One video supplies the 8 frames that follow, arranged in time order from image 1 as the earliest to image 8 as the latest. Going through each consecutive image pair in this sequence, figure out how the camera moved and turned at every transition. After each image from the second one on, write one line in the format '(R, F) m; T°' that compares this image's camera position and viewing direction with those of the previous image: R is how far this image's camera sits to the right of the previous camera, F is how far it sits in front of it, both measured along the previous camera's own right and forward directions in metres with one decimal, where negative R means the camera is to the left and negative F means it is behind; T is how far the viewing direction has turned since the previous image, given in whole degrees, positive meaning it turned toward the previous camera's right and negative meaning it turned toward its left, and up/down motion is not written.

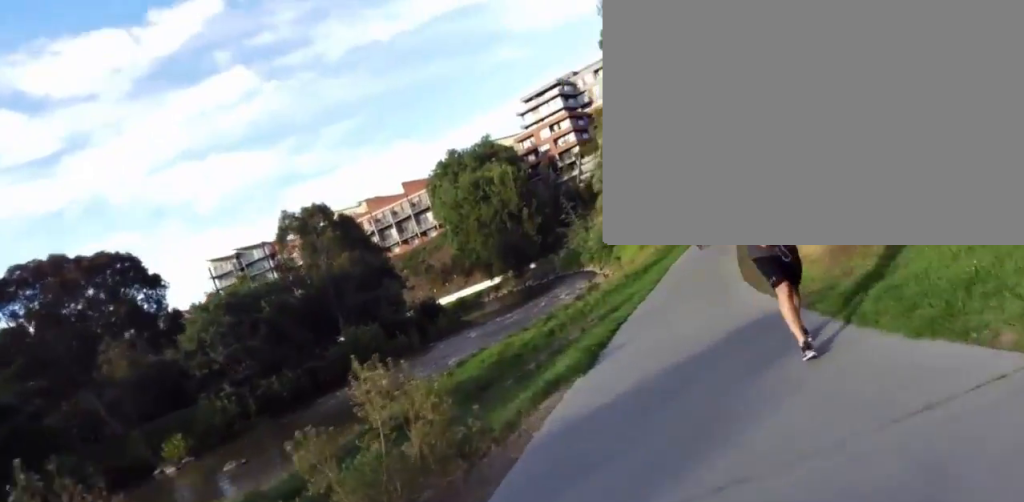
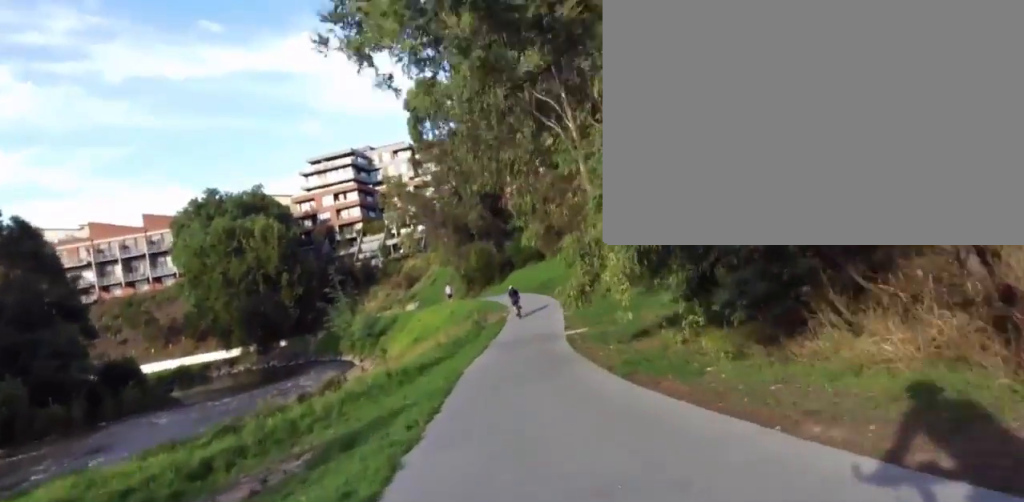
(+3.6, +11.3) m; +24°
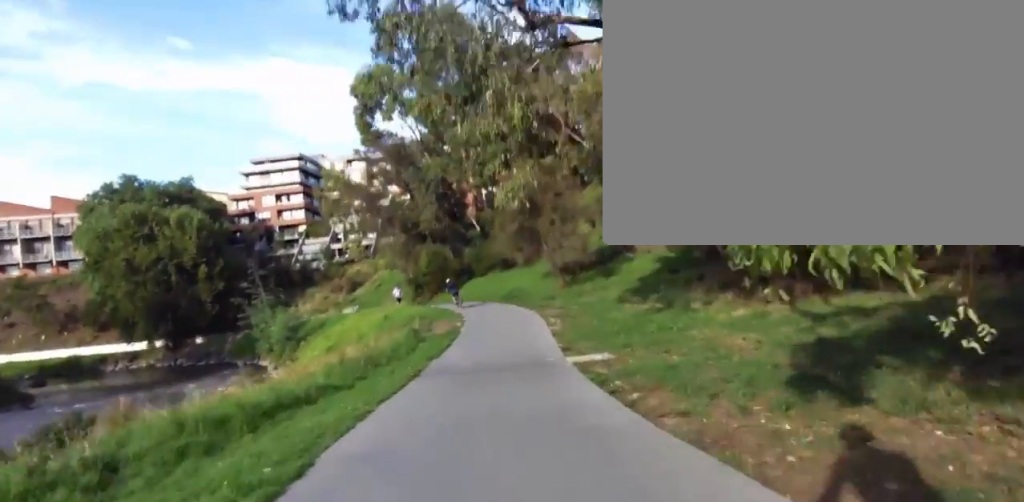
(+0.4, +11.7) m; +9°
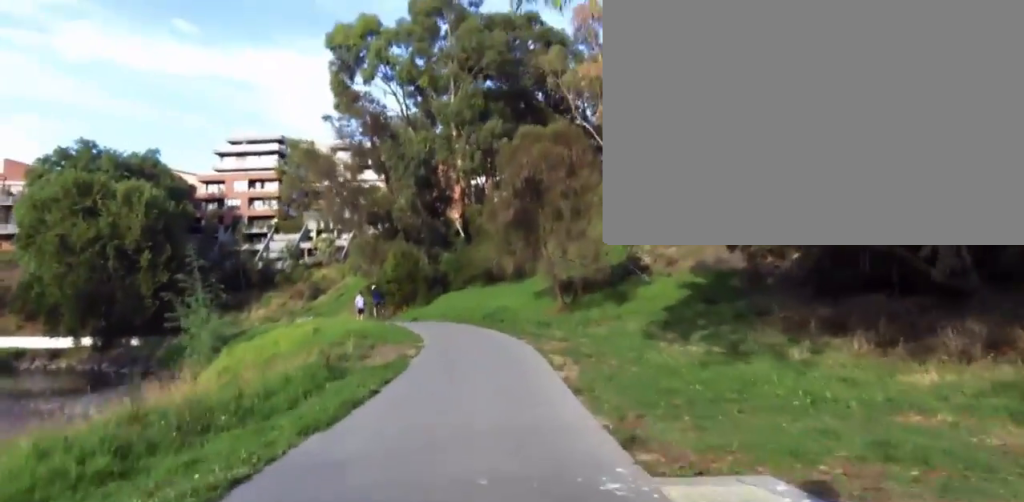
(+1.0, +8.8) m; +7°
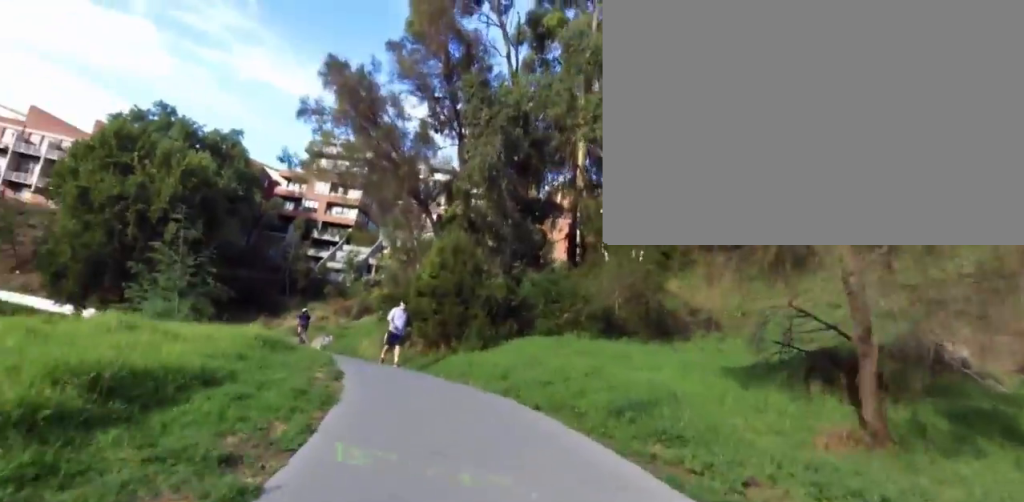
(-0.4, +18.0) m; -13°
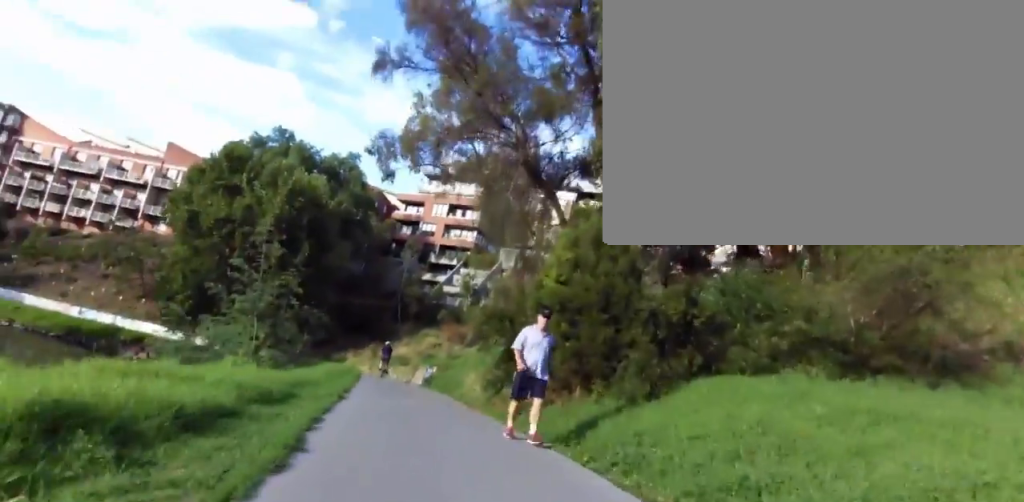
(-1.0, +7.2) m; -10°
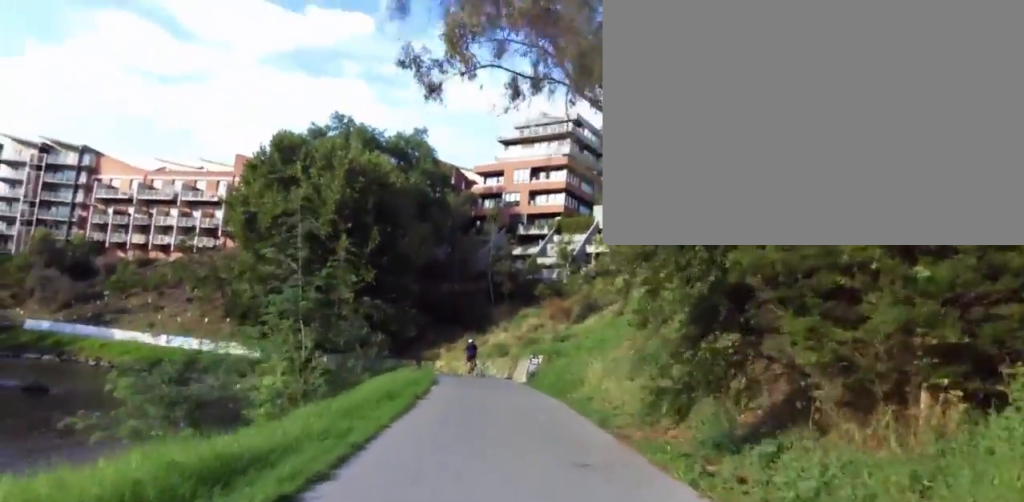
(+0.2, +7.3) m; -9°
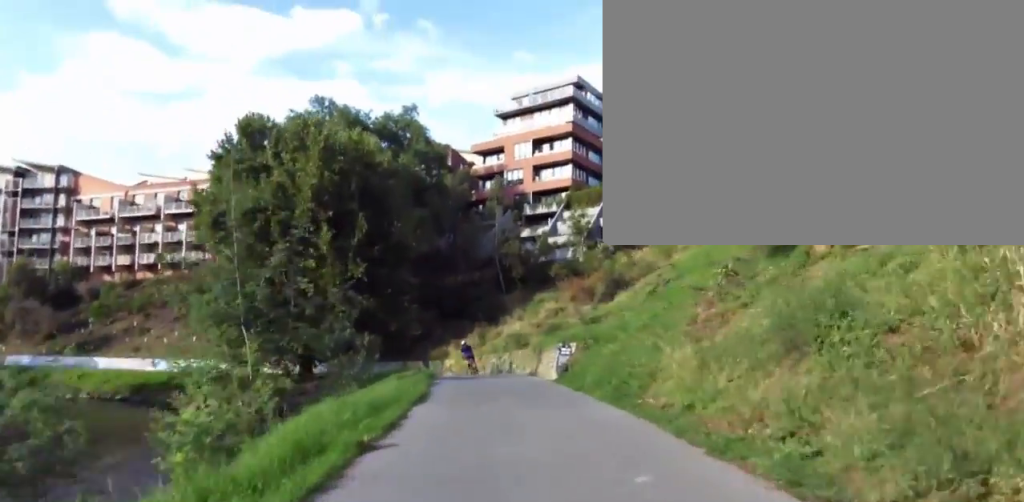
(-1.1, +5.4) m; -1°
